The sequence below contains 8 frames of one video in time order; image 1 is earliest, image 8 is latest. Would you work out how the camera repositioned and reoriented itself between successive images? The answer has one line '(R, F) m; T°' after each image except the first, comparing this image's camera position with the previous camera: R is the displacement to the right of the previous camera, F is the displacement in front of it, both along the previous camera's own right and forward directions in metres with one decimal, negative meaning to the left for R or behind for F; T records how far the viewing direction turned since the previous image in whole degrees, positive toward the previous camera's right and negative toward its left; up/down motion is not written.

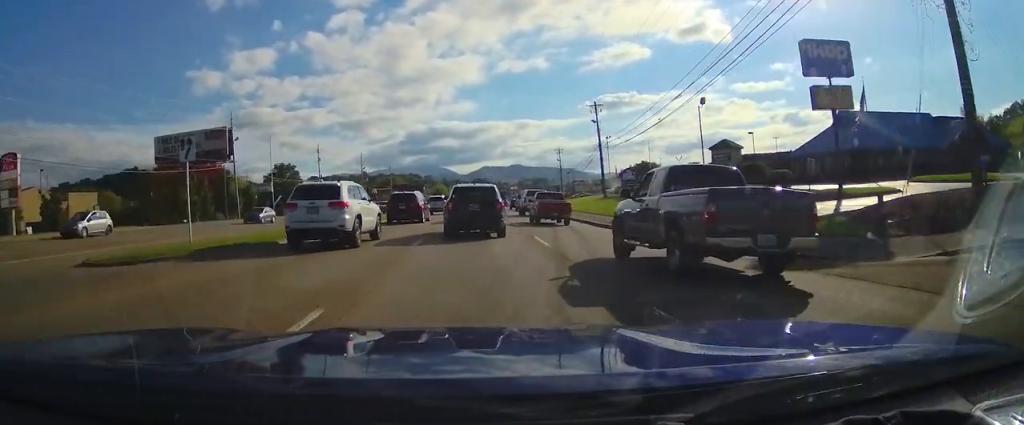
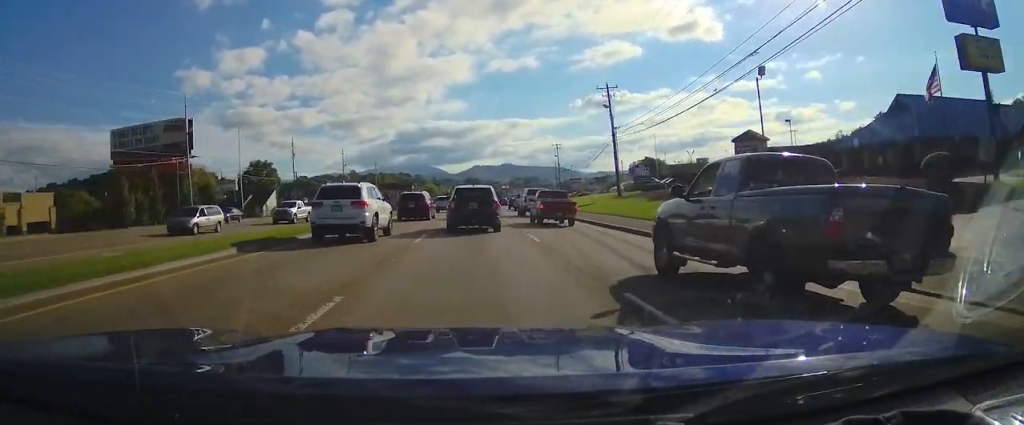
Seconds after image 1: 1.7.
(+0.1, +13.3) m; +1°
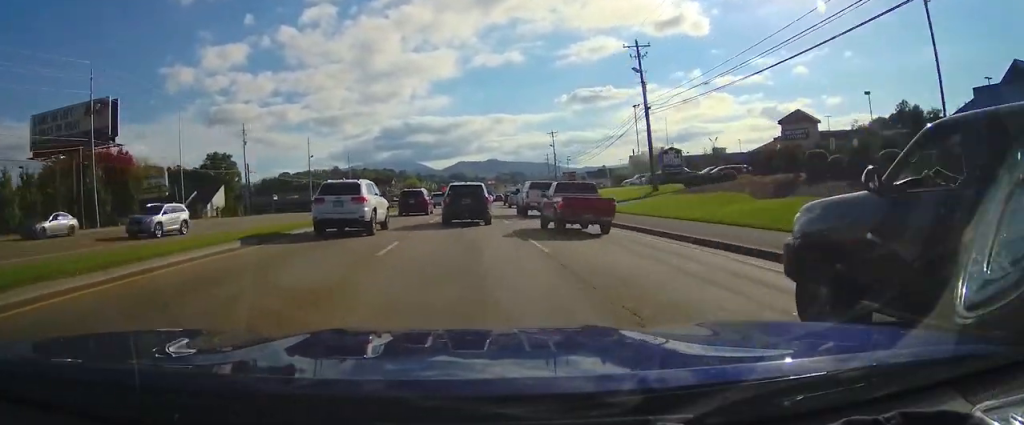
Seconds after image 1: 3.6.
(0.0, +15.9) m; +1°
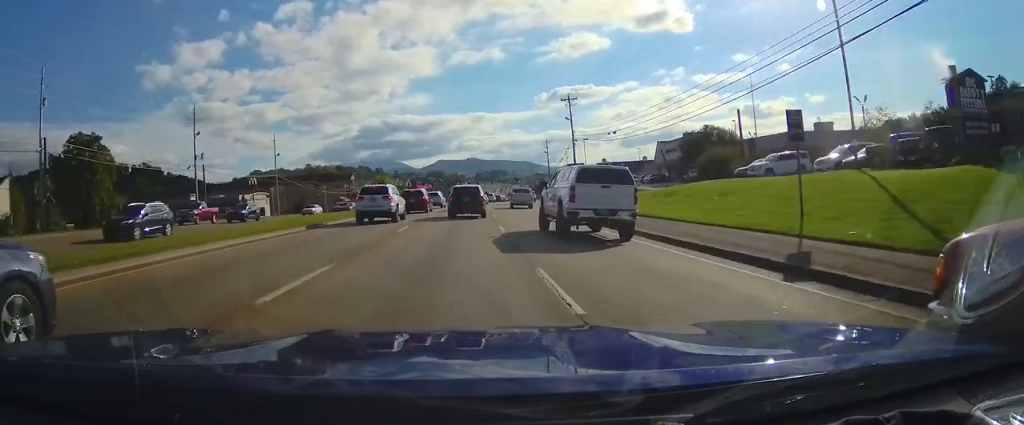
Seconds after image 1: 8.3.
(+0.9, +44.0) m; +2°
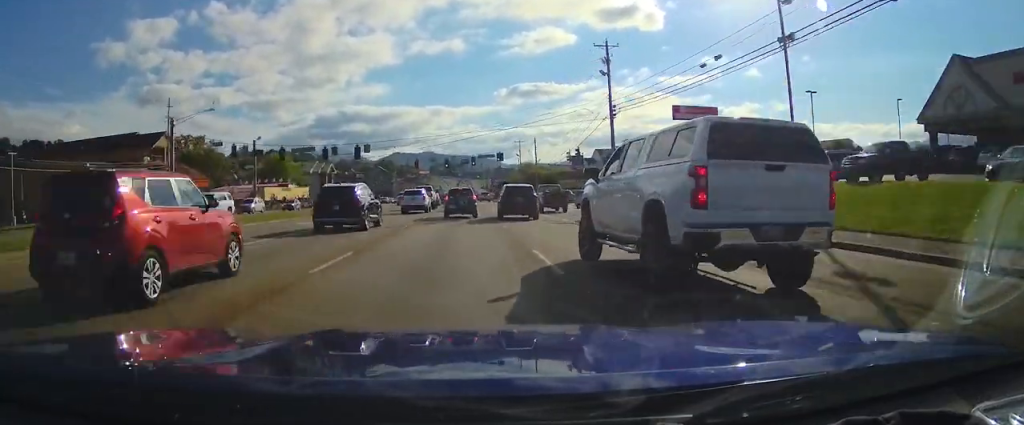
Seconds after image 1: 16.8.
(+2.6, +77.4) m; +4°
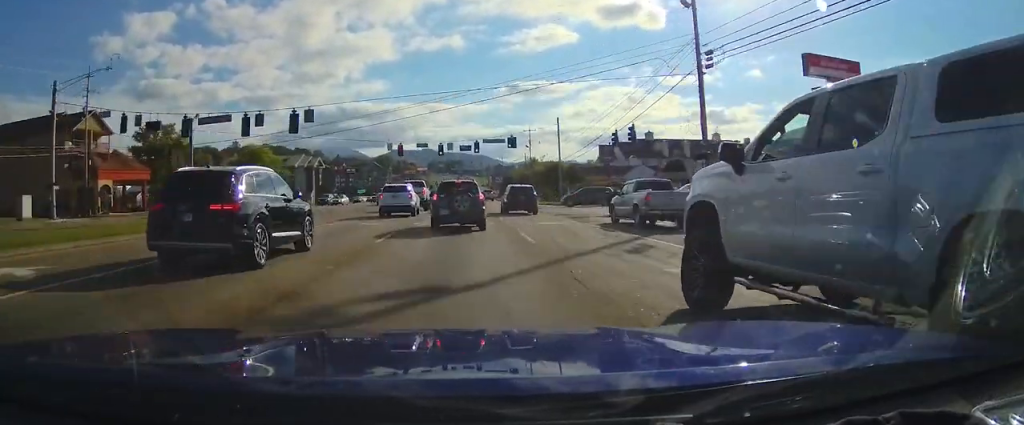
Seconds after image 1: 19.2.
(+0.2, +13.7) m; 0°
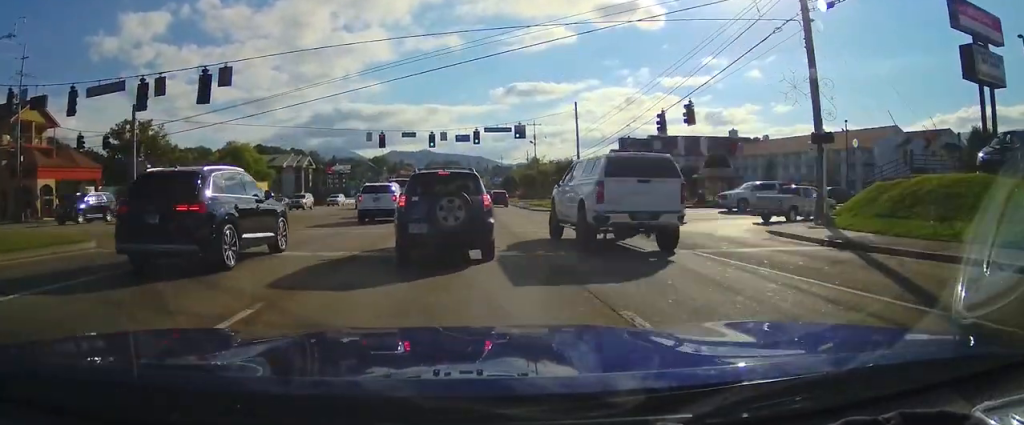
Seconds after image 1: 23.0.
(-0.1, +17.6) m; 0°
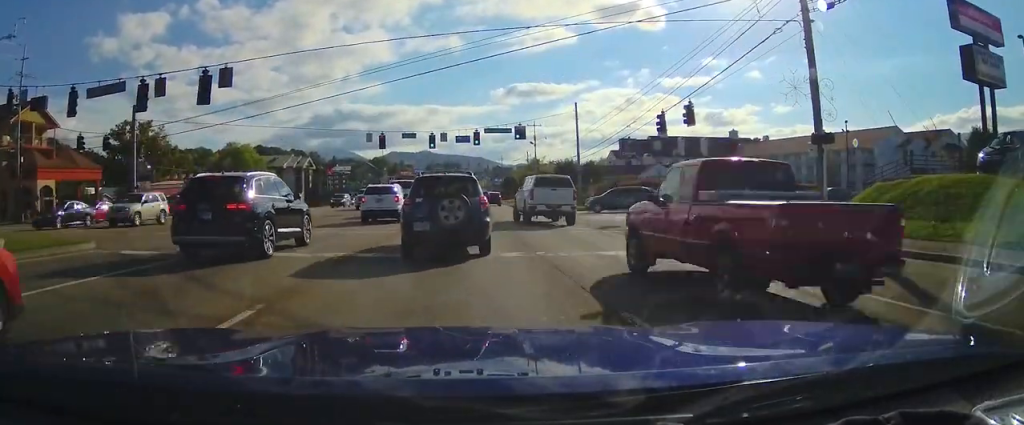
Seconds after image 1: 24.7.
(-0.1, +6.8) m; 0°
